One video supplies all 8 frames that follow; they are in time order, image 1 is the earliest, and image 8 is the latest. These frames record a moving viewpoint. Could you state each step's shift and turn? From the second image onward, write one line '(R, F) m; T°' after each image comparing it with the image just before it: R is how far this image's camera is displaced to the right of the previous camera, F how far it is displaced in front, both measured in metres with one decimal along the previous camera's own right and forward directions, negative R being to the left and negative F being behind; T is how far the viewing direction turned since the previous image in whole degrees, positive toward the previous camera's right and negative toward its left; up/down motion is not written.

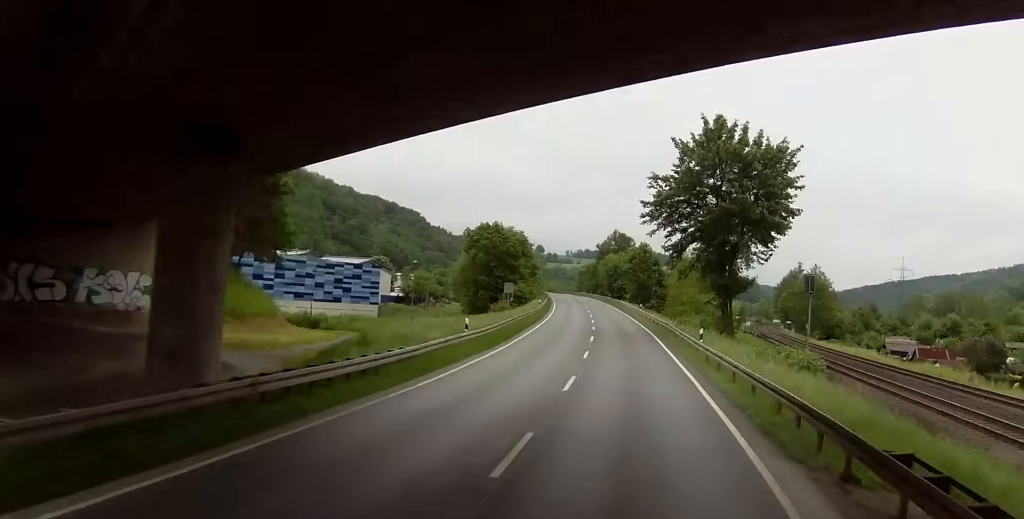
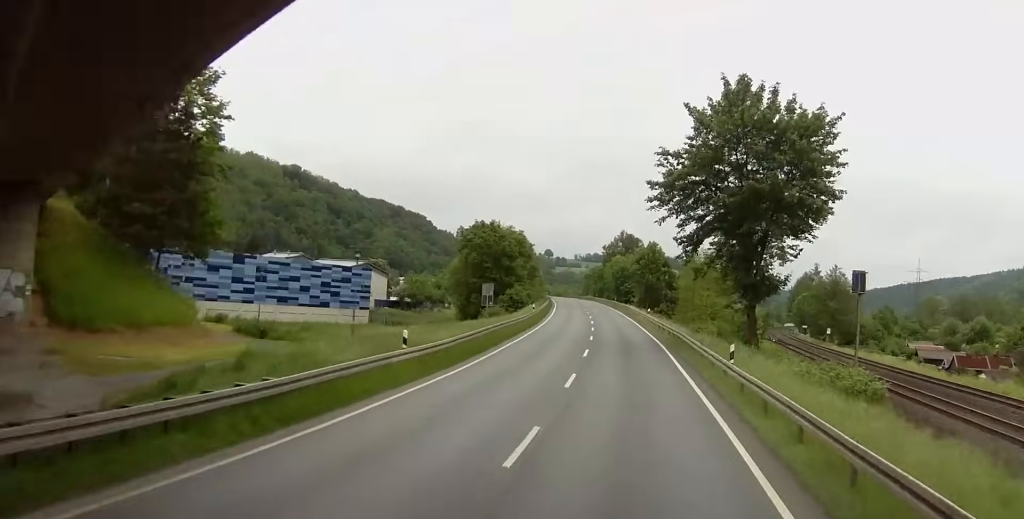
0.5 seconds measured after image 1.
(-0.1, +10.6) m; -1°
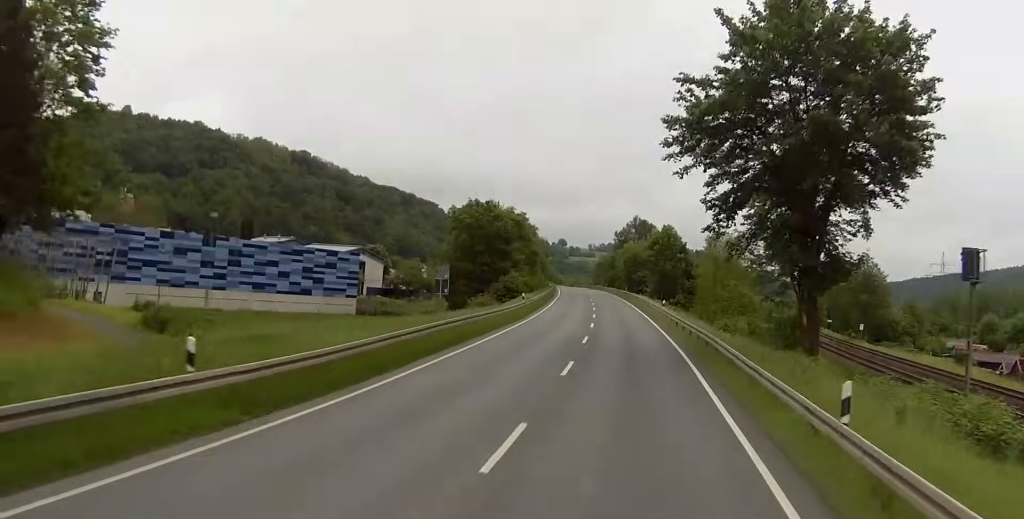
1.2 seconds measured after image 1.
(-0.2, +14.0) m; -1°
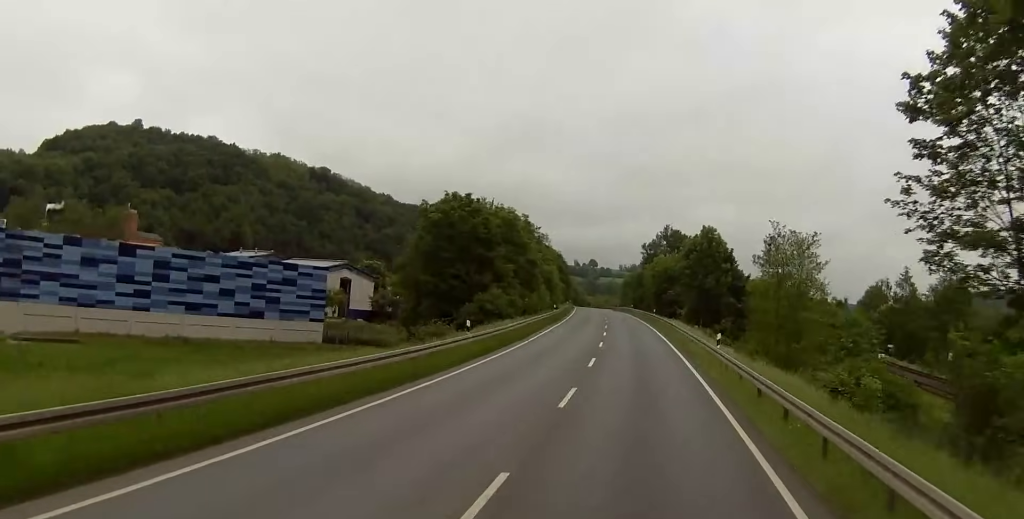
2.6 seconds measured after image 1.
(0.0, +27.6) m; -1°
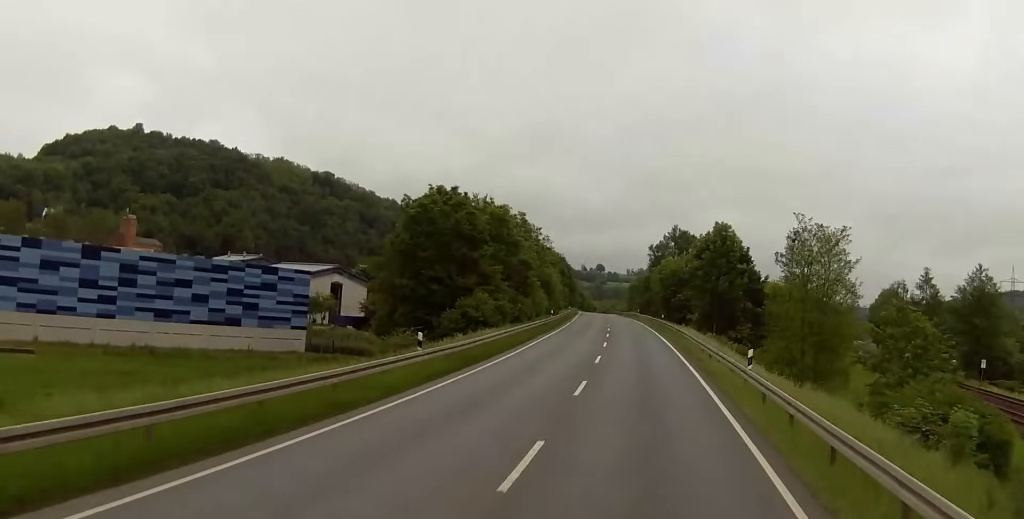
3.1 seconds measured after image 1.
(+0.1, +8.5) m; -1°
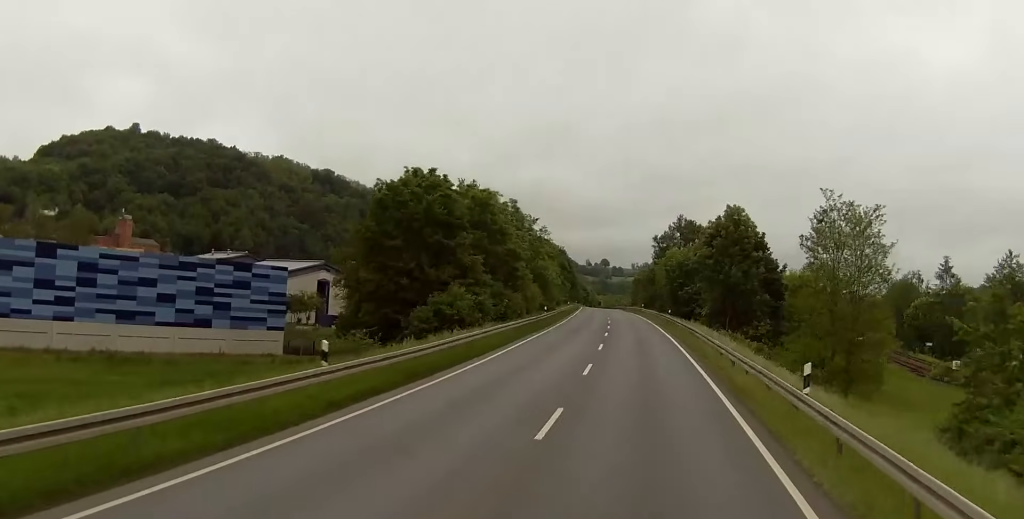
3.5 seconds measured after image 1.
(-0.2, +8.4) m; -1°
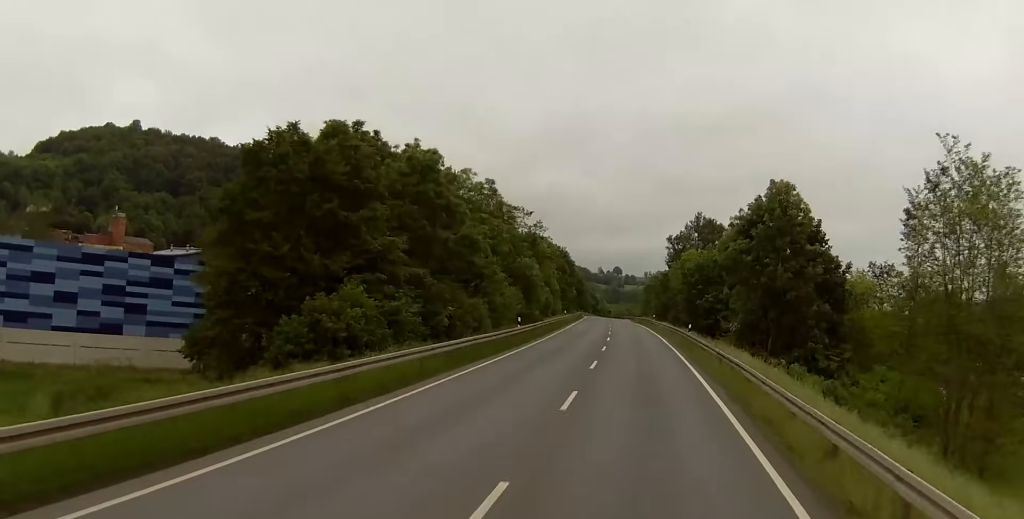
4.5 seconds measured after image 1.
(-0.4, +19.4) m; -2°
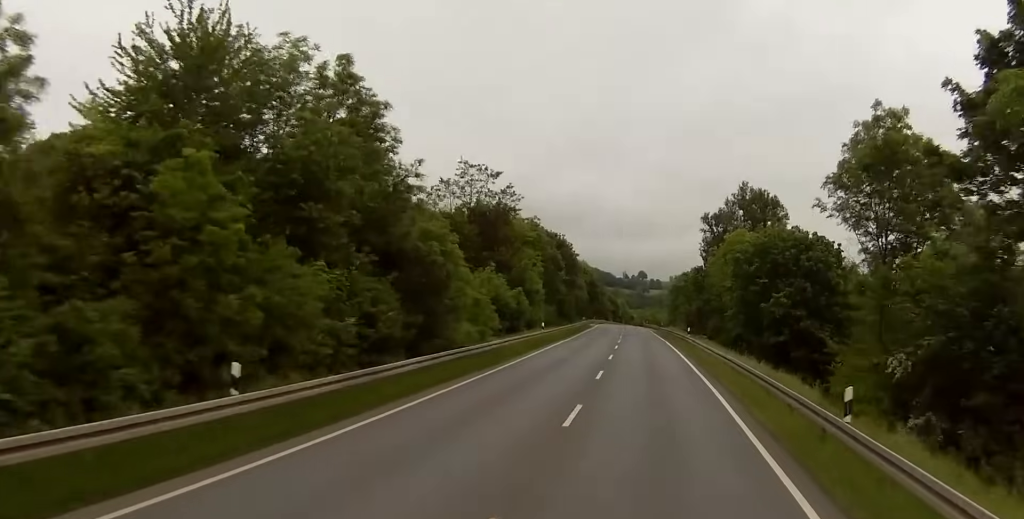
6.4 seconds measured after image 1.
(-0.7, +37.7) m; -1°
